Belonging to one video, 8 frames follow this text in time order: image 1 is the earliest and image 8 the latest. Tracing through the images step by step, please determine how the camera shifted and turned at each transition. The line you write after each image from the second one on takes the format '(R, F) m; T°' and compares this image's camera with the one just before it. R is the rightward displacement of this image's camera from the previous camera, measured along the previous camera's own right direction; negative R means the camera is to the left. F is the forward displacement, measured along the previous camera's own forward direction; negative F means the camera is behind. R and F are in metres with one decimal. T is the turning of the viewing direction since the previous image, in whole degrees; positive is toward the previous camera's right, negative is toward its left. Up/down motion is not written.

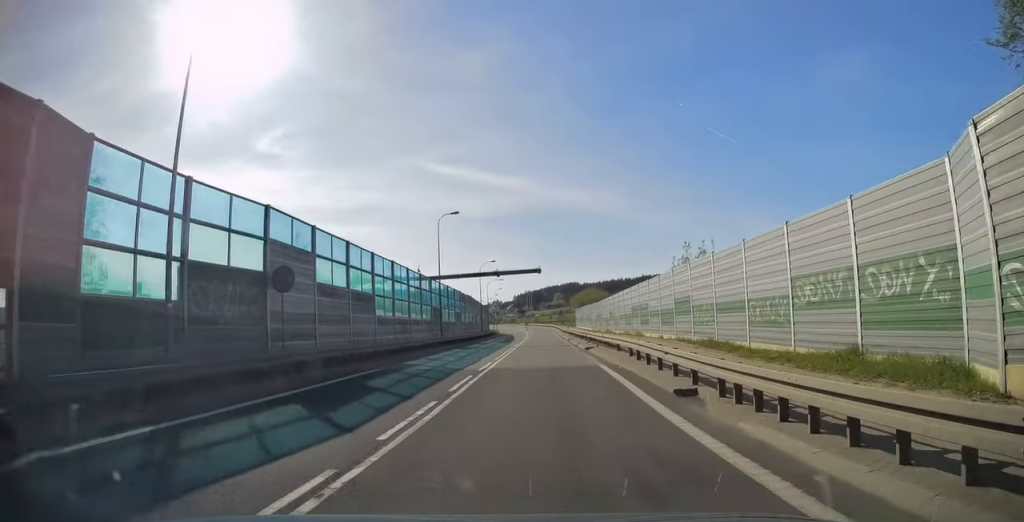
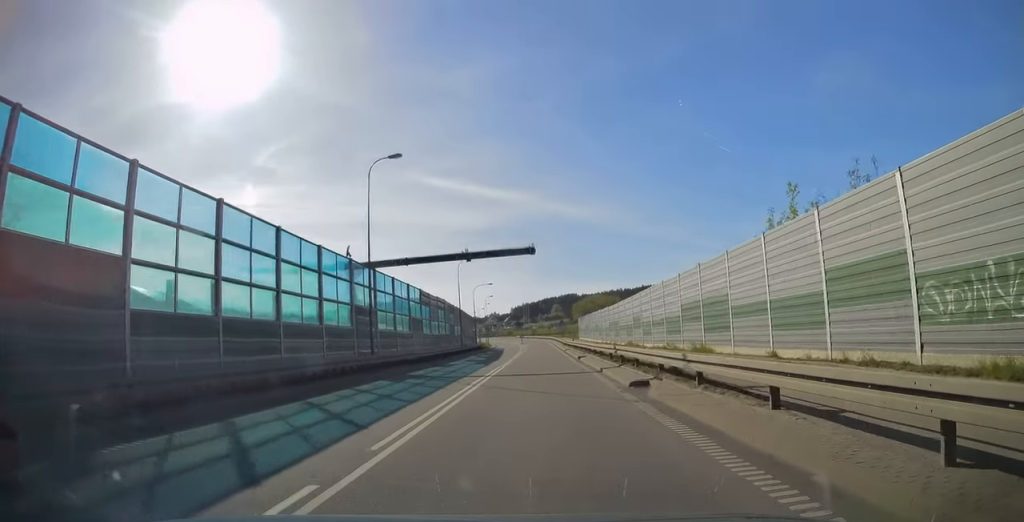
(0.0, +18.5) m; 0°
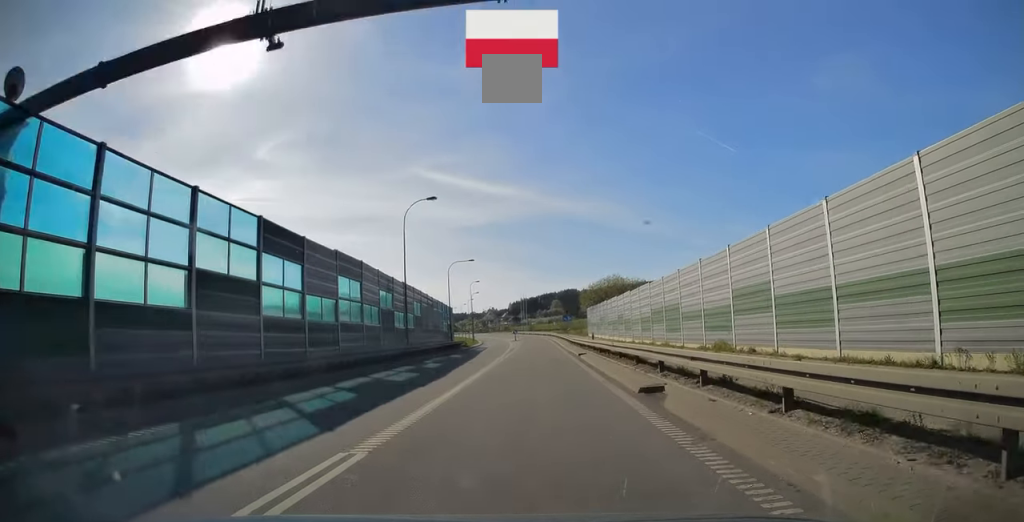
(+0.1, +24.8) m; 0°
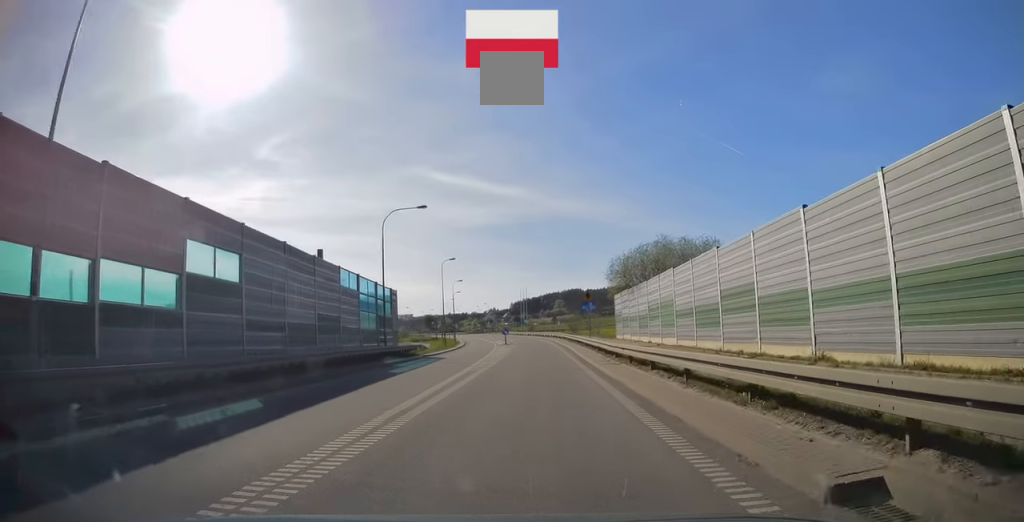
(0.0, +30.6) m; -1°
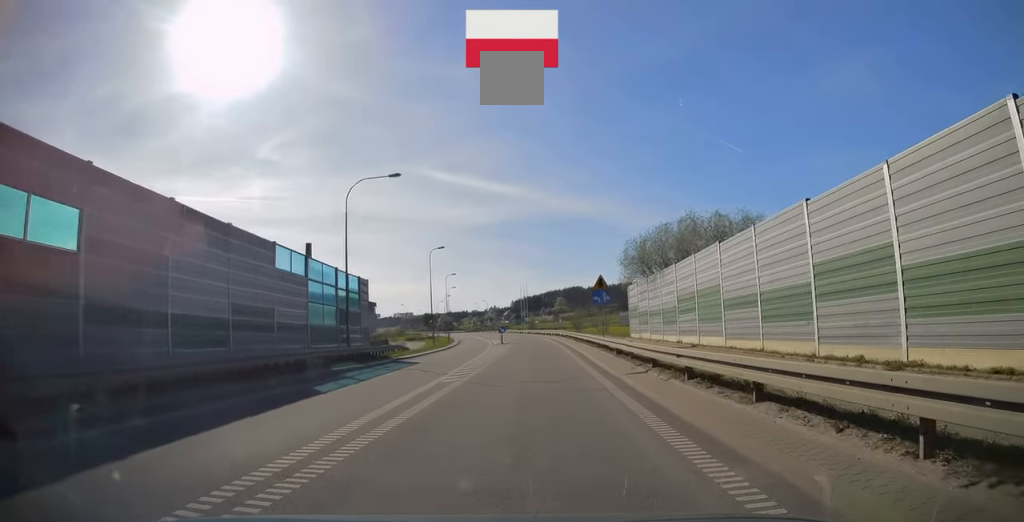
(-0.2, +8.1) m; 0°
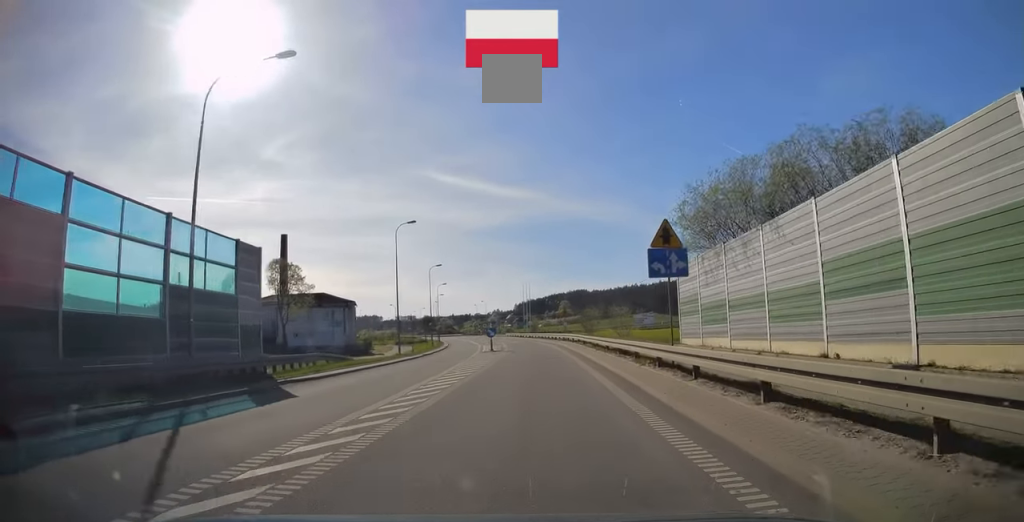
(-0.1, +16.1) m; 0°
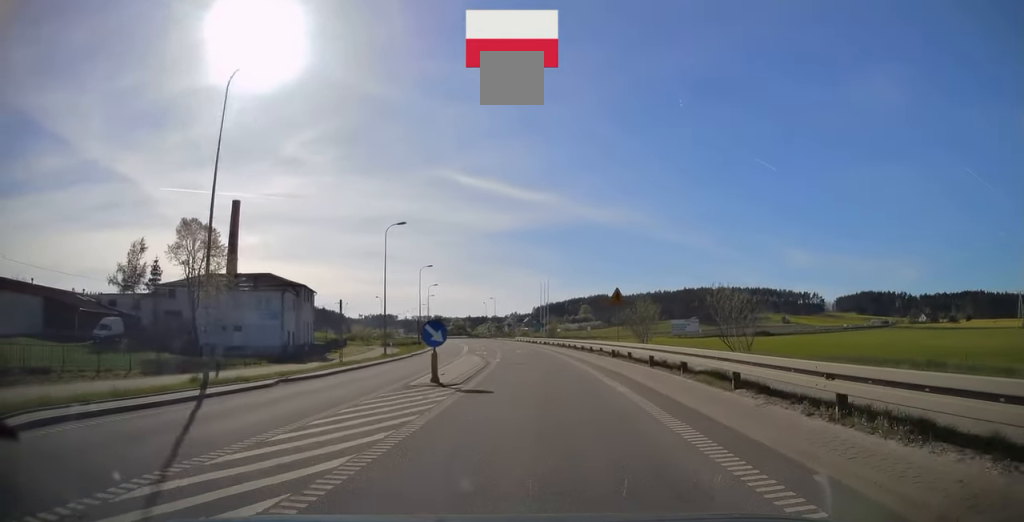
(+0.1, +29.6) m; -2°
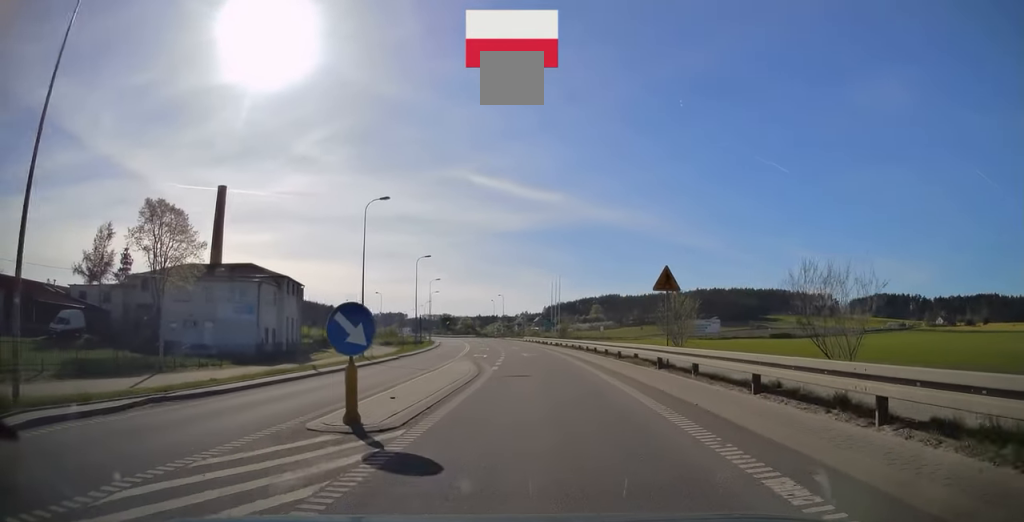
(-0.2, +8.5) m; -2°
